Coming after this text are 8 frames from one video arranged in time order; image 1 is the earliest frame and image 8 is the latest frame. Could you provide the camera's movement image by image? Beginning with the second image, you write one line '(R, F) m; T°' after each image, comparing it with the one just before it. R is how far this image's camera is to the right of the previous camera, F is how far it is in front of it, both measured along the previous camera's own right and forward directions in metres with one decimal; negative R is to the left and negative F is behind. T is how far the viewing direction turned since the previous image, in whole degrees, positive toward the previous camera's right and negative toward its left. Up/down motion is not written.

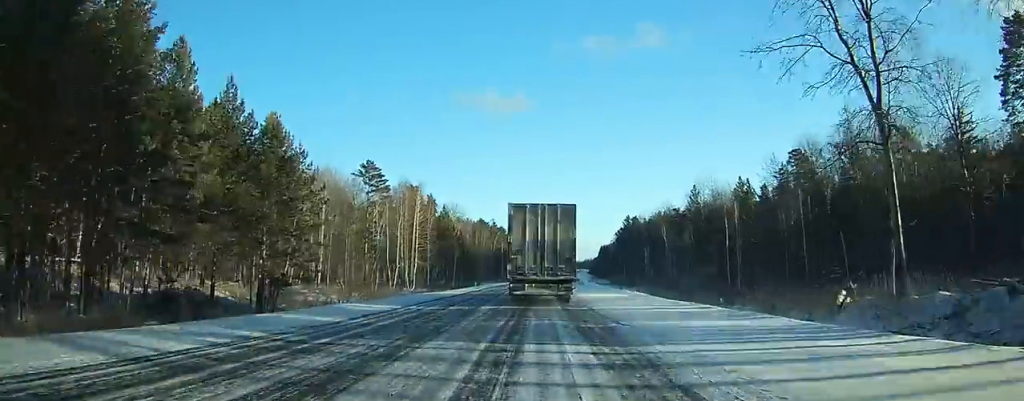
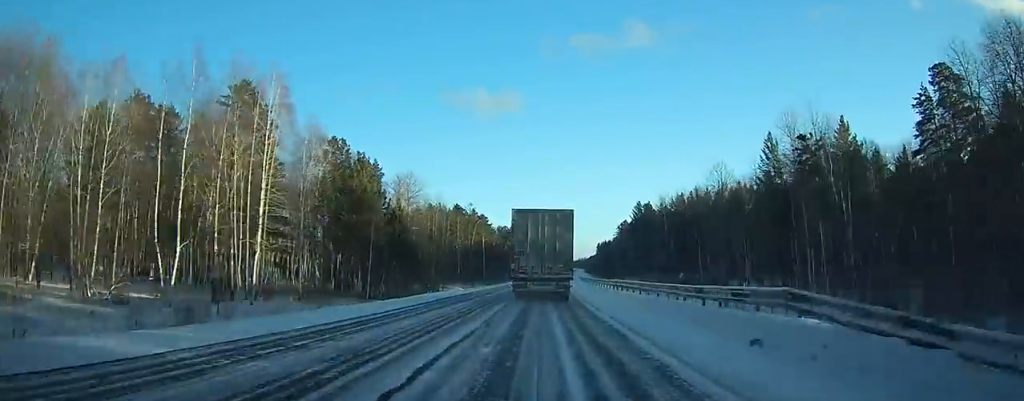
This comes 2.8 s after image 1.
(+0.4, +55.9) m; +1°
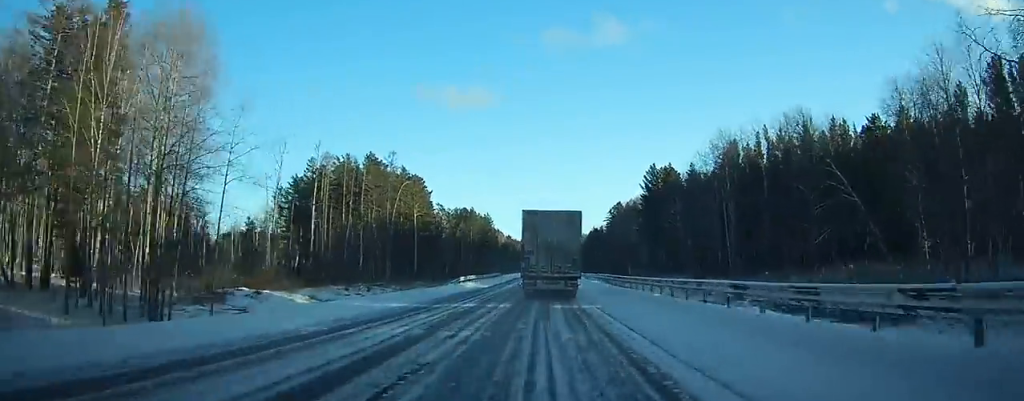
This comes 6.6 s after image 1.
(+1.6, +79.2) m; +2°
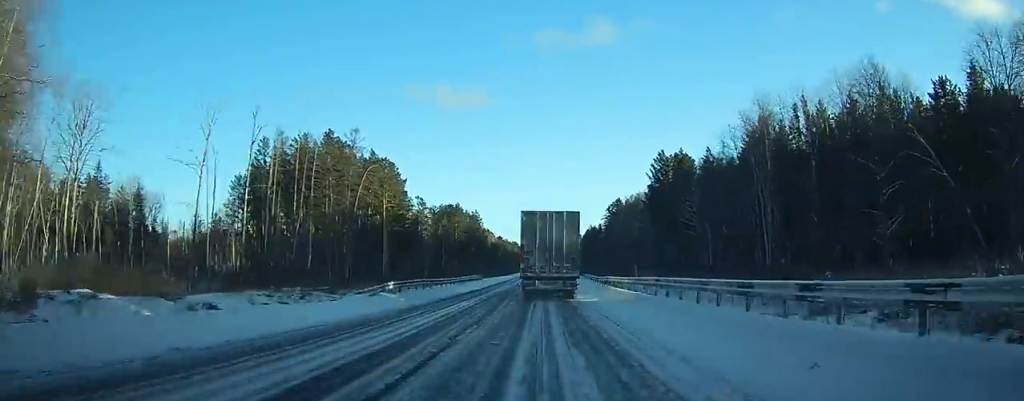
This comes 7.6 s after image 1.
(+0.2, +21.4) m; +1°
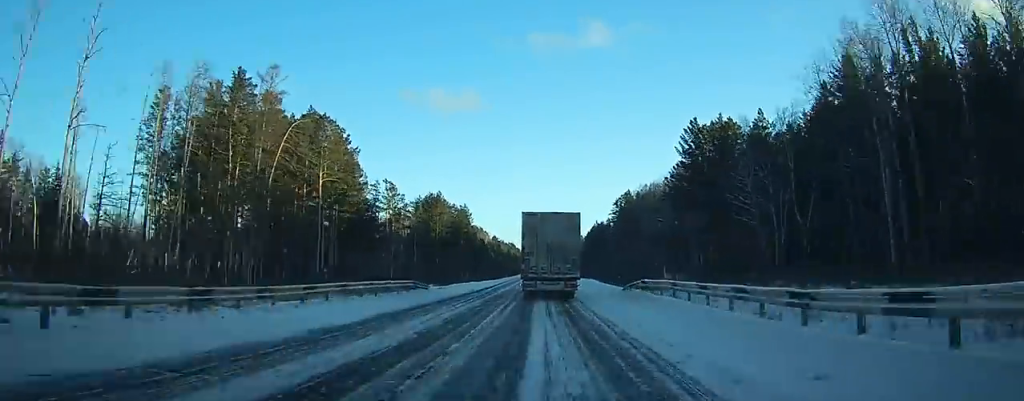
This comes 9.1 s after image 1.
(+0.3, +33.1) m; +1°
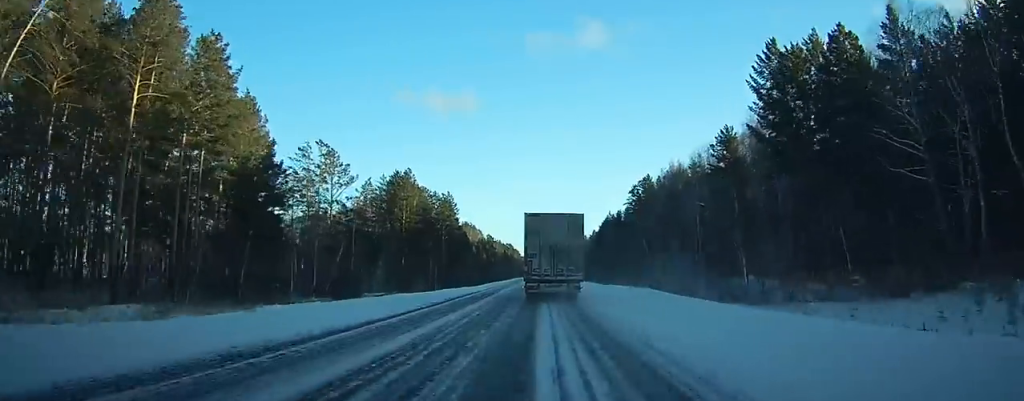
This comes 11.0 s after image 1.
(+0.3, +40.7) m; 0°
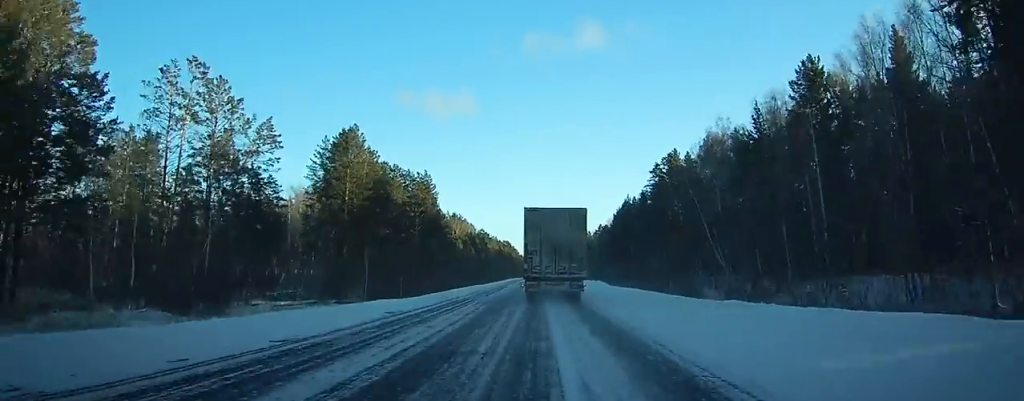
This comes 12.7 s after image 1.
(-0.1, +36.5) m; 0°
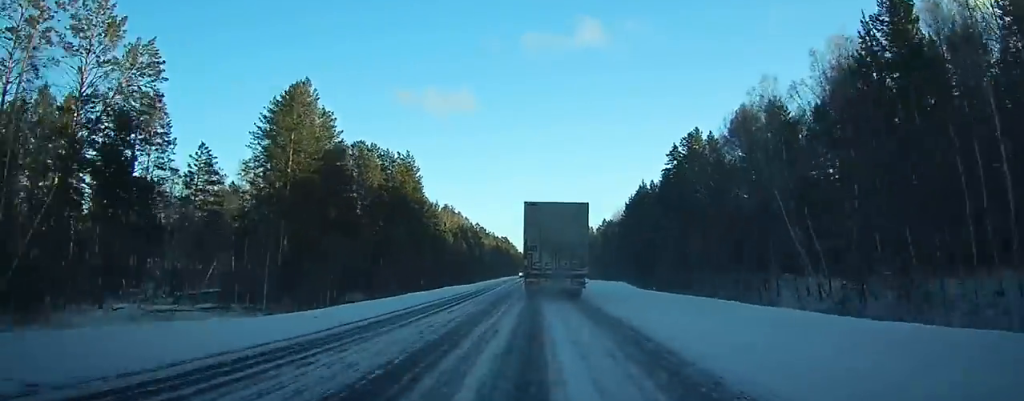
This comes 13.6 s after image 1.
(0.0, +20.4) m; 0°
